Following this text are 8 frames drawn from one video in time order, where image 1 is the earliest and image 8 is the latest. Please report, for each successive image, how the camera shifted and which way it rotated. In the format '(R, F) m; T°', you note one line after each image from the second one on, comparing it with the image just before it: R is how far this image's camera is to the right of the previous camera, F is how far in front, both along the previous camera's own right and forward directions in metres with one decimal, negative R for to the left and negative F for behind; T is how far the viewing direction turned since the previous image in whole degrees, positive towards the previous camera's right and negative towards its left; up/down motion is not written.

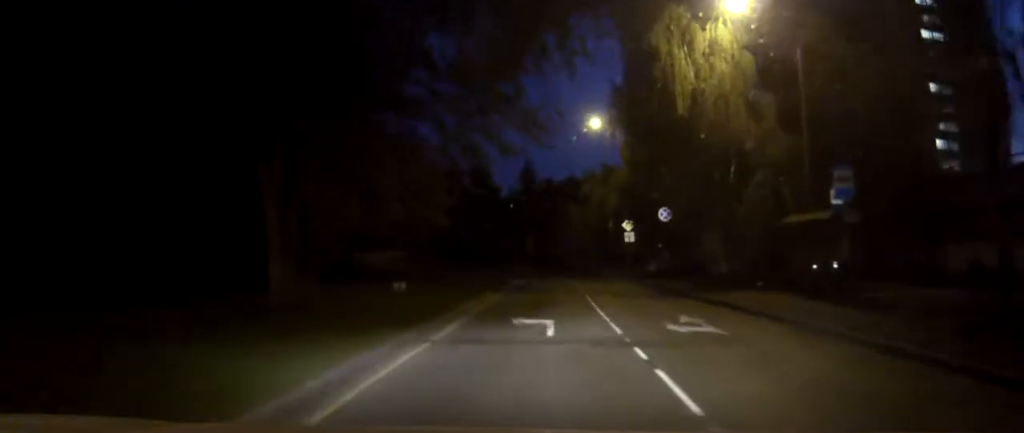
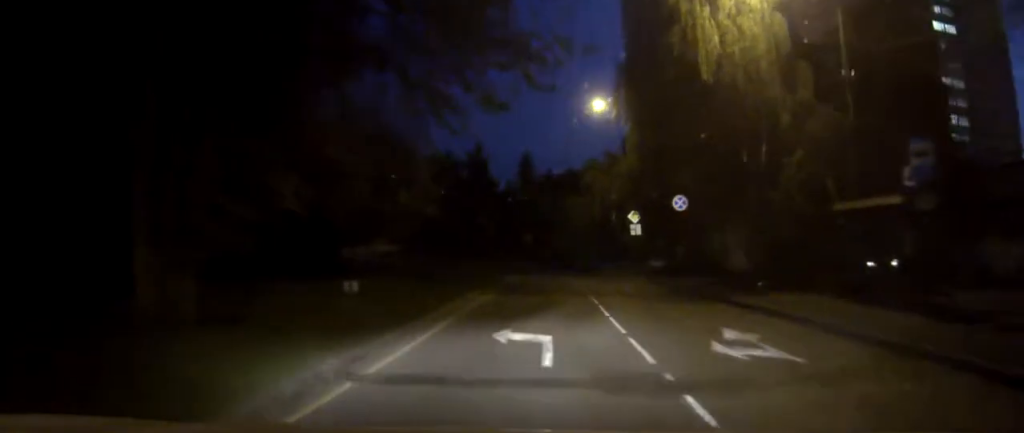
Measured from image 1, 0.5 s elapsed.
(0.0, +4.8) m; 0°
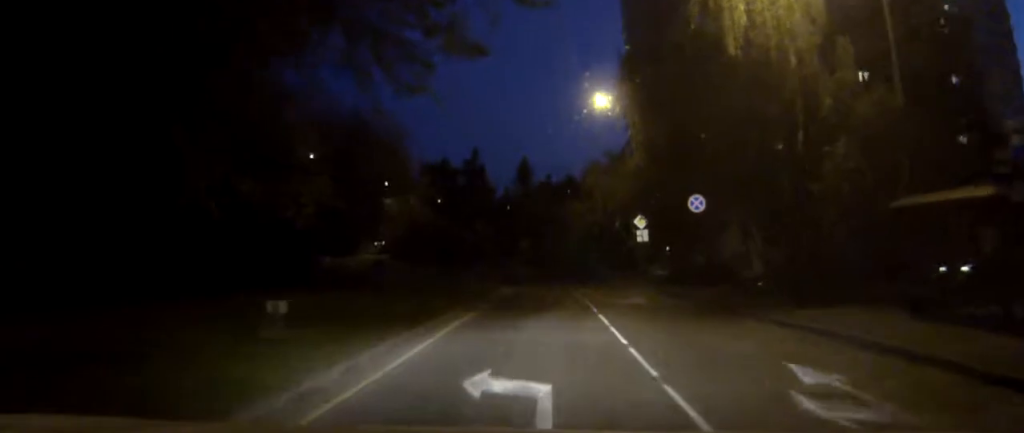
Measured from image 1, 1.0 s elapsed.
(0.0, +4.2) m; 0°
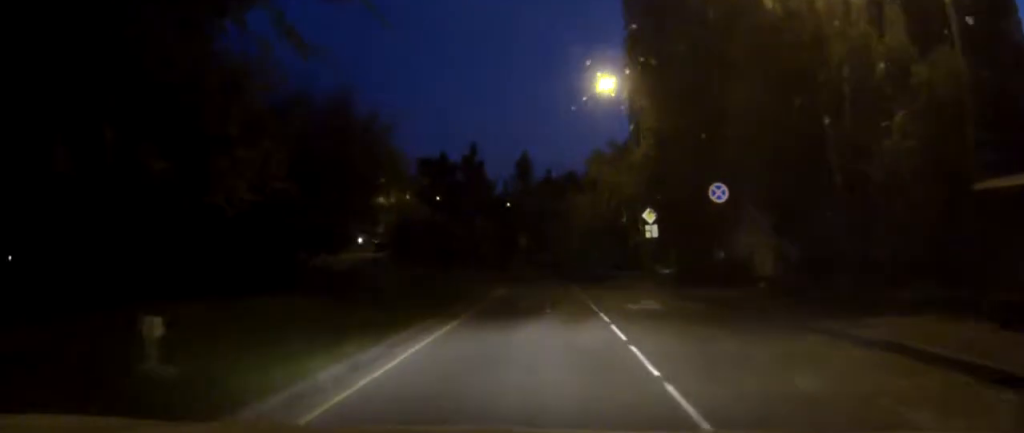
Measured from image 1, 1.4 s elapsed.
(0.0, +3.9) m; 0°
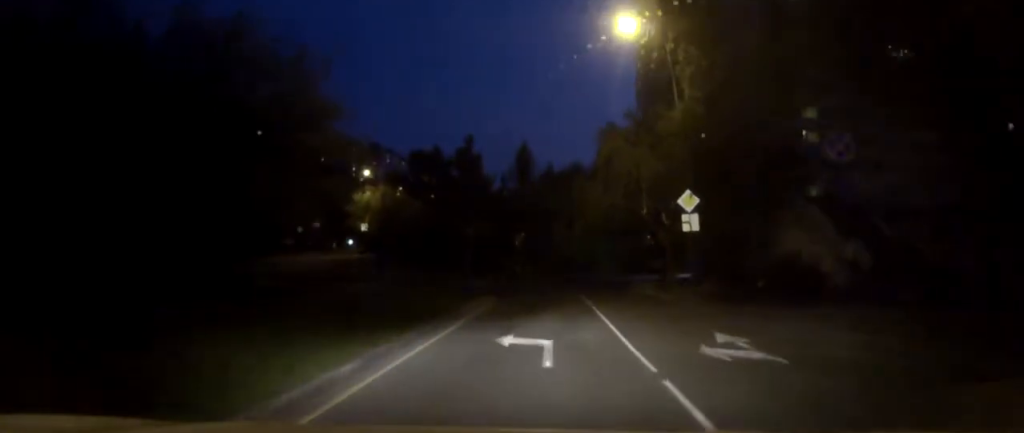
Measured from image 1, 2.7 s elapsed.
(0.0, +11.5) m; 0°
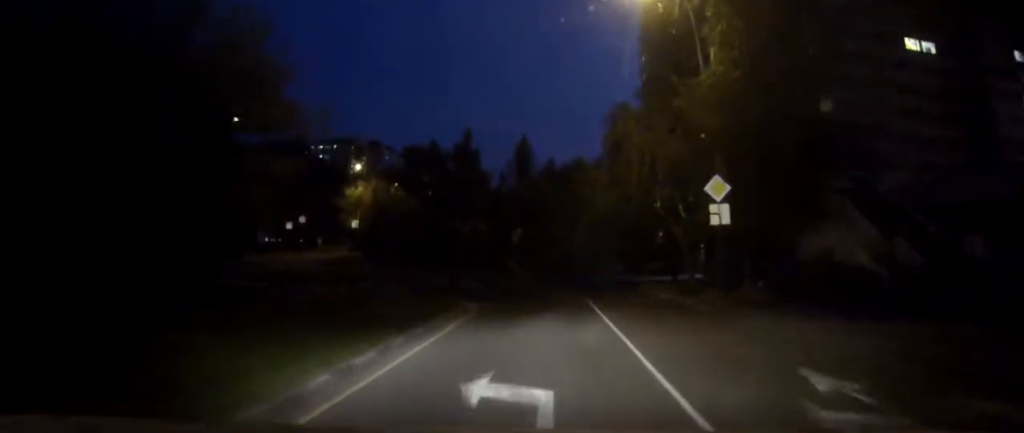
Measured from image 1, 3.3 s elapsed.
(0.0, +5.3) m; 0°
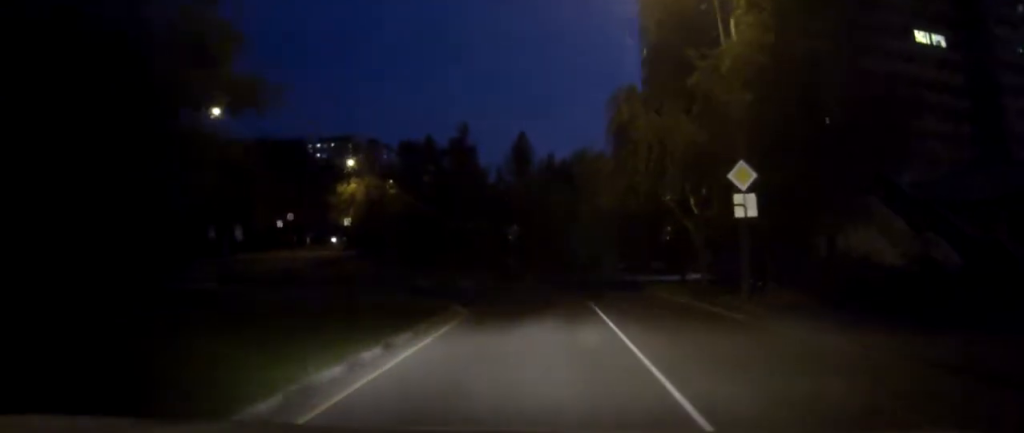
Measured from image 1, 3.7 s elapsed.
(0.0, +3.5) m; 0°
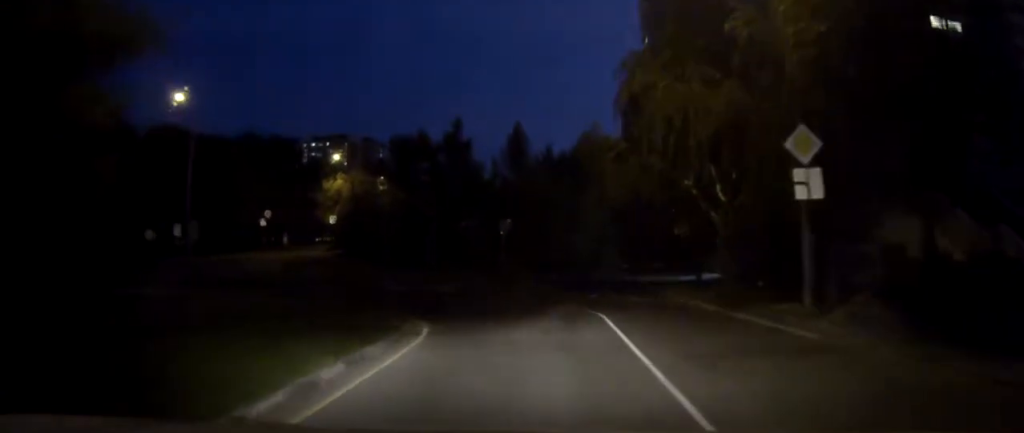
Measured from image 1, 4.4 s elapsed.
(0.0, +5.8) m; 0°
